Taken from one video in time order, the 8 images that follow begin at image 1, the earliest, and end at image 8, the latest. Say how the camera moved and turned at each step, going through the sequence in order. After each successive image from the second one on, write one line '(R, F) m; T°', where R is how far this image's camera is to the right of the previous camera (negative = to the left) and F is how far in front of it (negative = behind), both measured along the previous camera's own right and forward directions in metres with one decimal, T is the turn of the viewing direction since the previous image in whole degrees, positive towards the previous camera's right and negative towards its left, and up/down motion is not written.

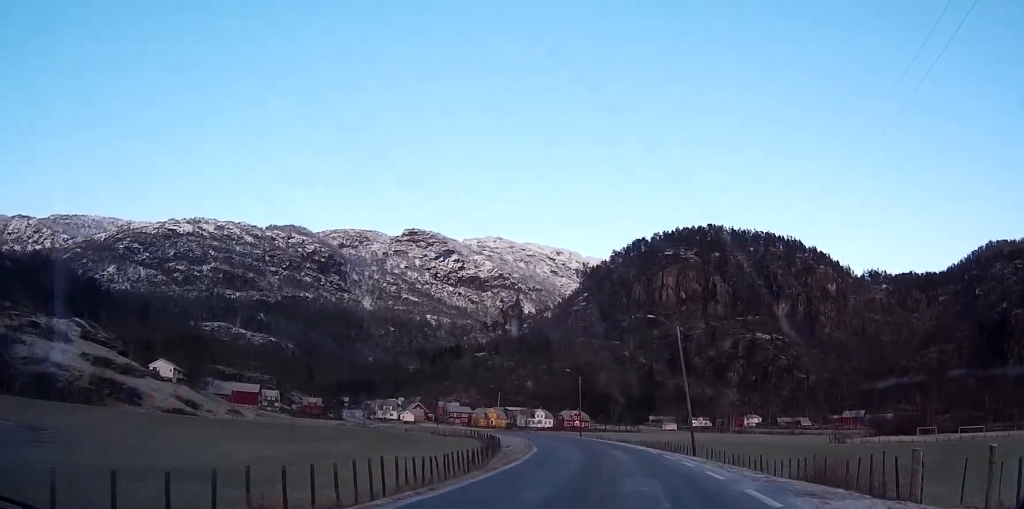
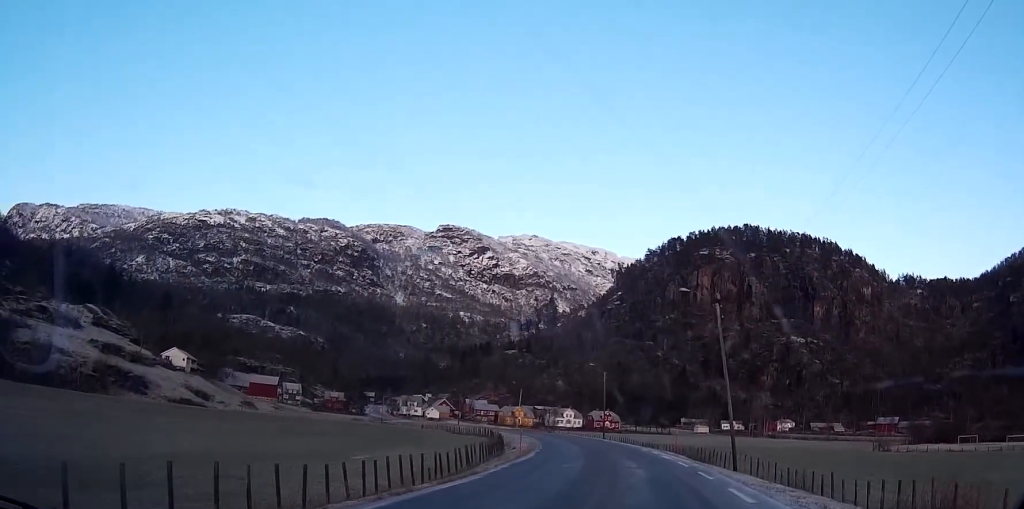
(-0.1, +10.6) m; -1°
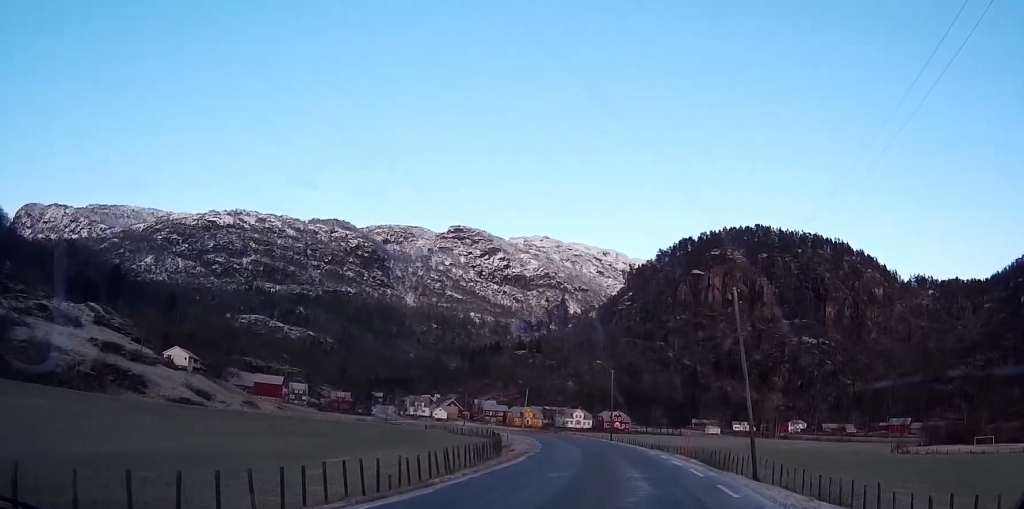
(0.0, +4.9) m; 0°
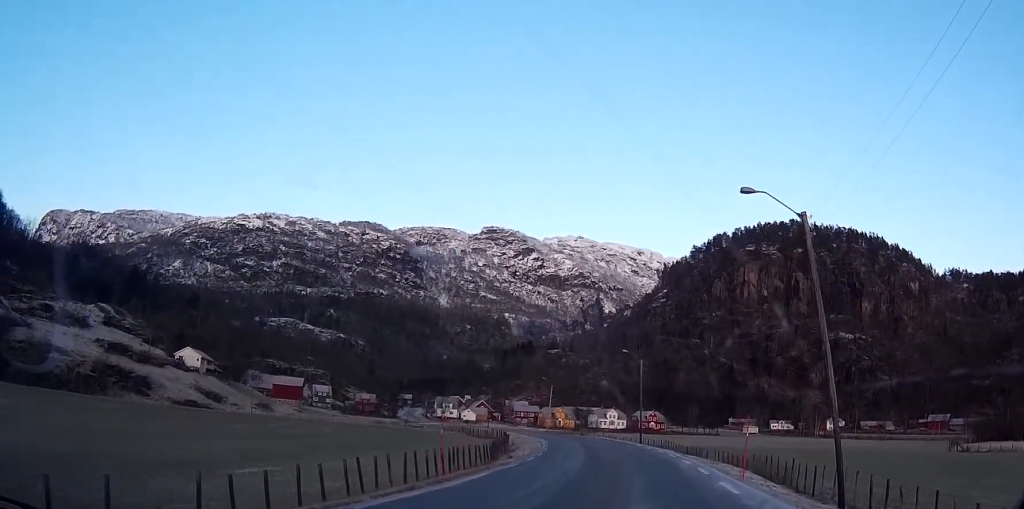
(0.0, +12.1) m; -3°
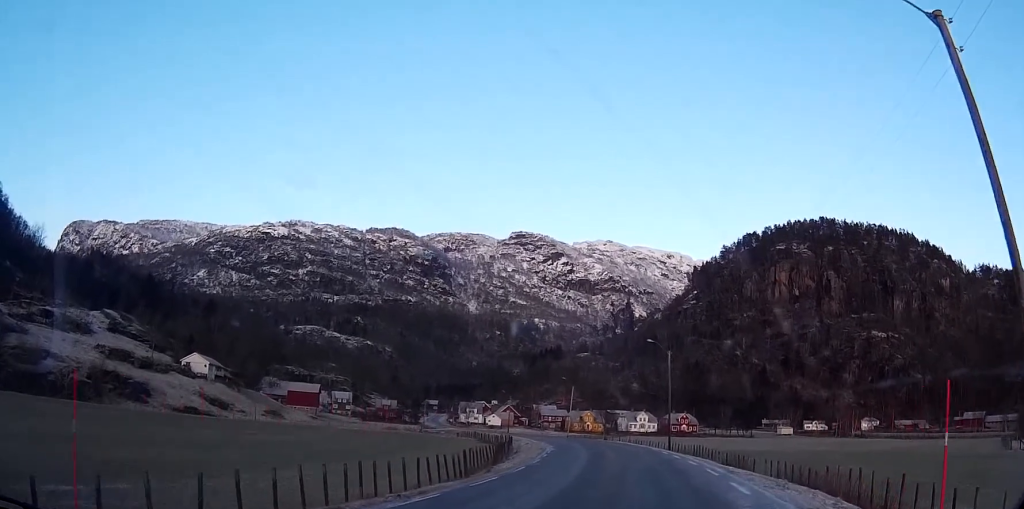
(-0.6, +12.2) m; -4°
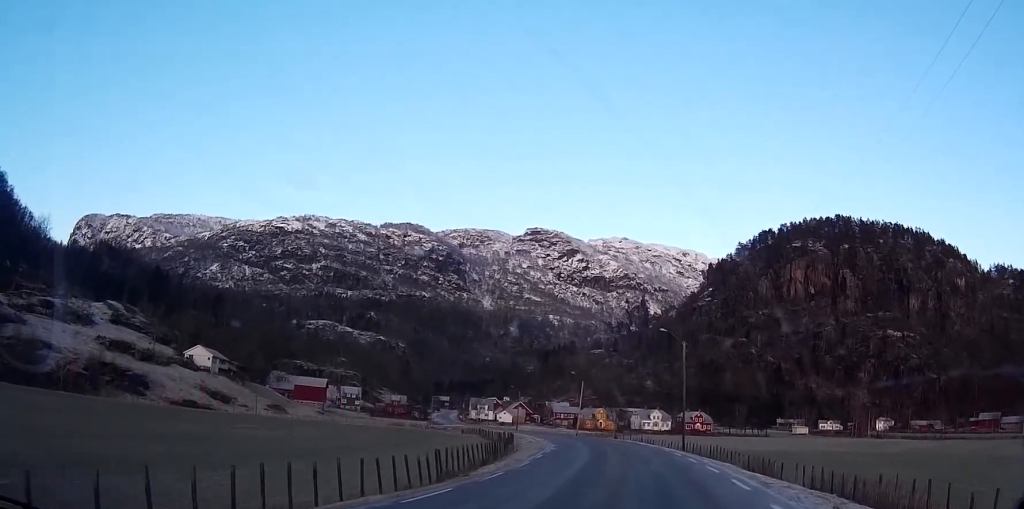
(0.0, +5.7) m; -1°
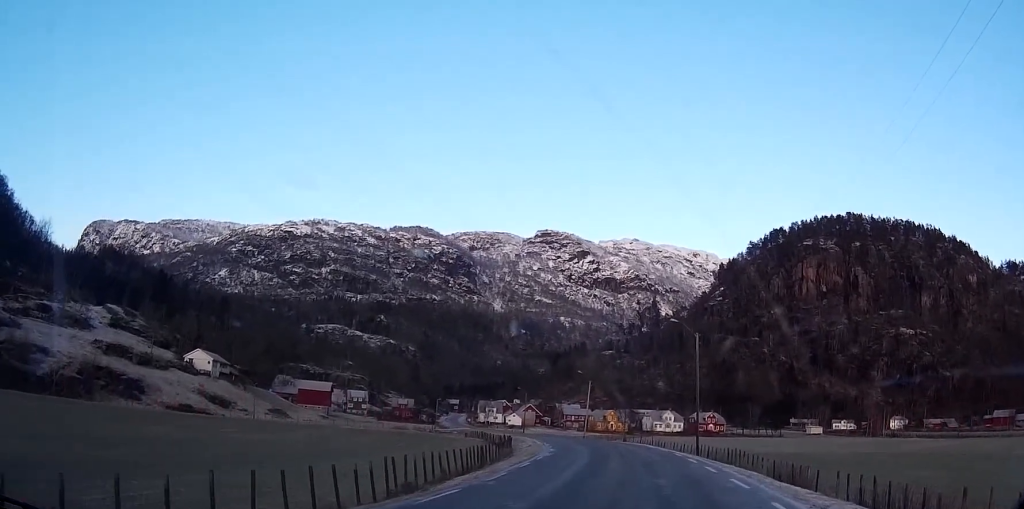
(-0.1, +5.9) m; -1°
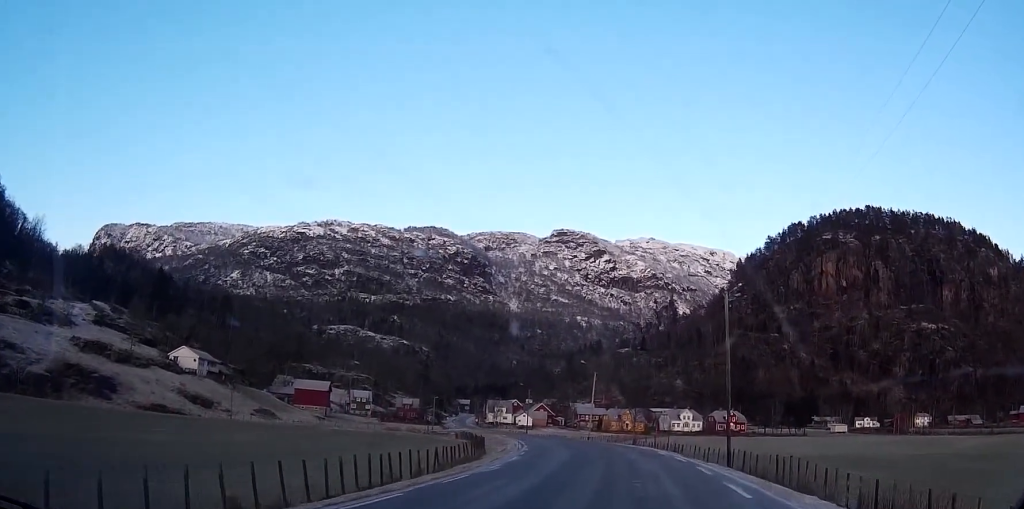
(-0.5, +15.6) m; -3°
